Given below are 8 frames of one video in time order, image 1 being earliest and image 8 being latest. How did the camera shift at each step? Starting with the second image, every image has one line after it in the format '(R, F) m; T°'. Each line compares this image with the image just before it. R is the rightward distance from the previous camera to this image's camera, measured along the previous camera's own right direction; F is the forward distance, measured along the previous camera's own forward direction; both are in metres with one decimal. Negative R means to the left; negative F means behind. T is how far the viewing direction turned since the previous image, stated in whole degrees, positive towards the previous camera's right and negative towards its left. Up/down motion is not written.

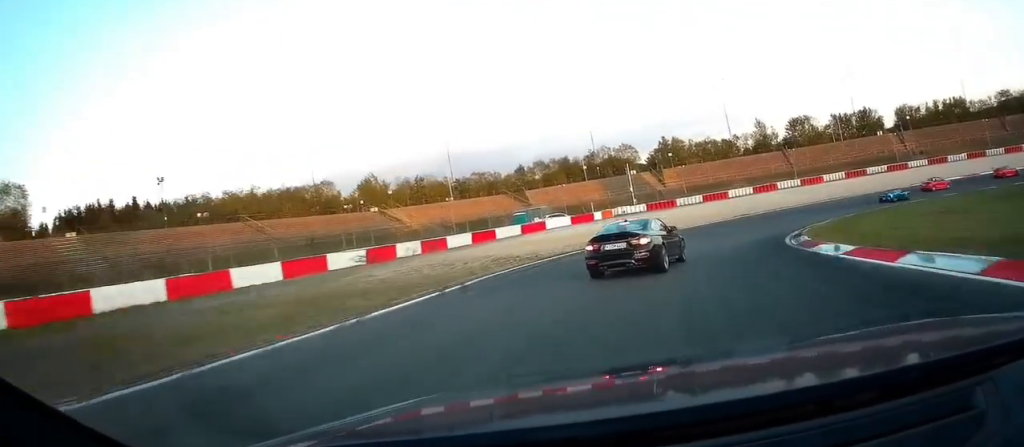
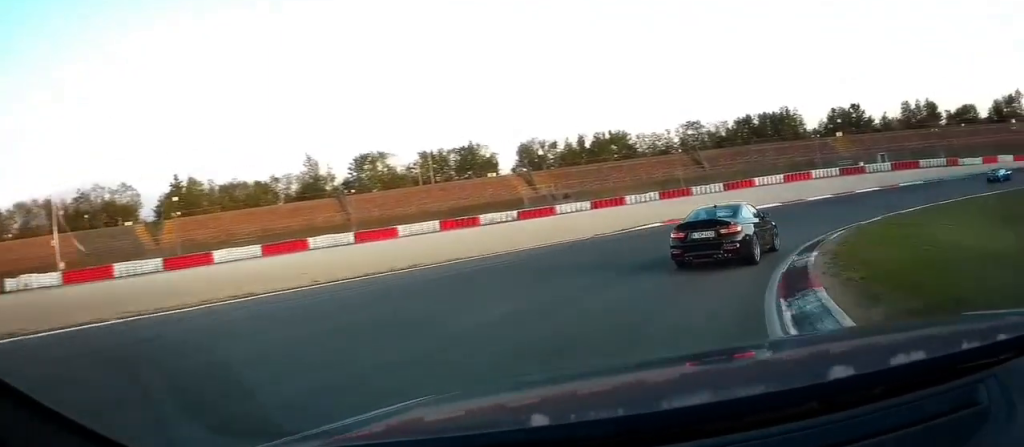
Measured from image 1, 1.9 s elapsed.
(+12.1, +37.8) m; +45°
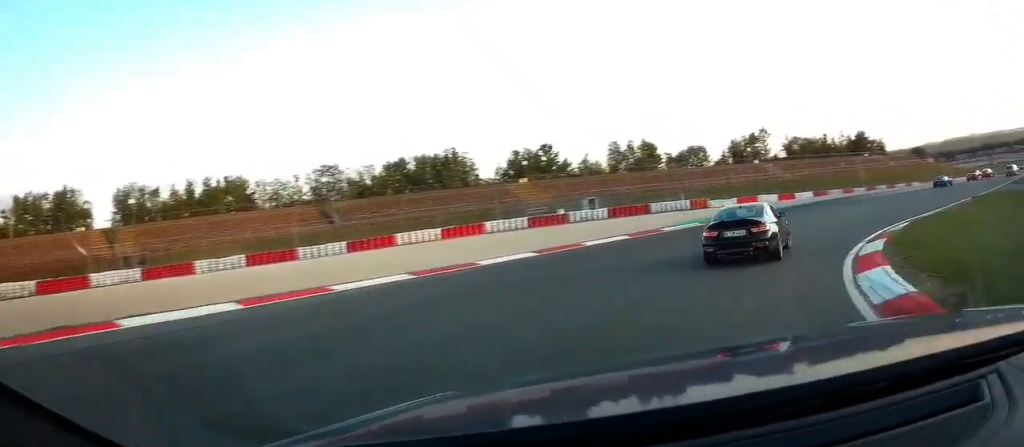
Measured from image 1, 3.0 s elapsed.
(+7.4, +23.2) m; +33°
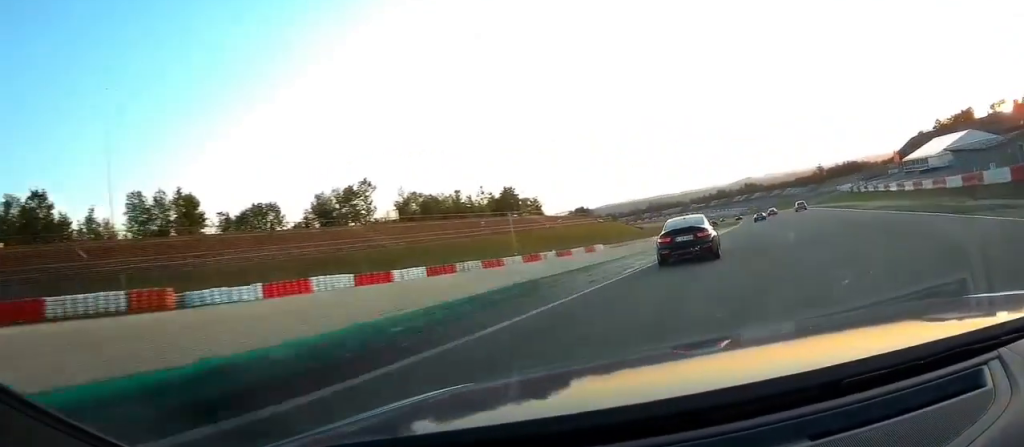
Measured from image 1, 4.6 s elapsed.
(+13.5, +35.9) m; +32°
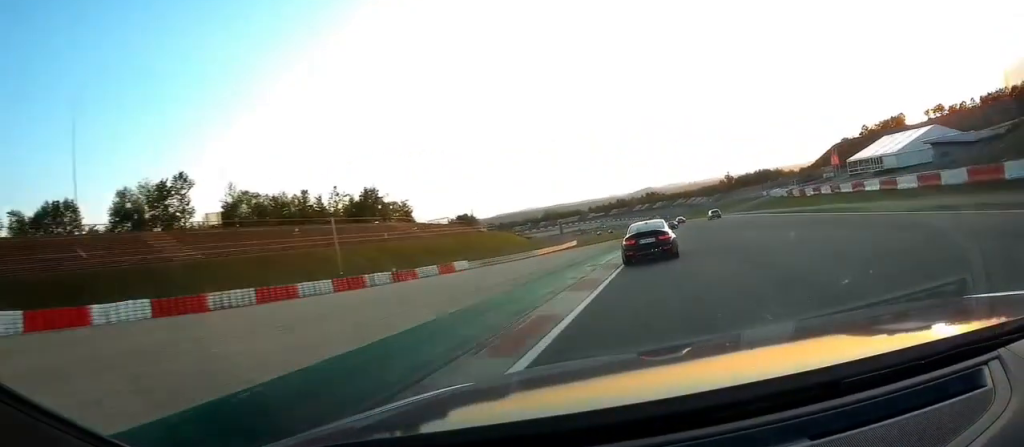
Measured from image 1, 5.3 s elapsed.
(+1.9, +22.5) m; +6°
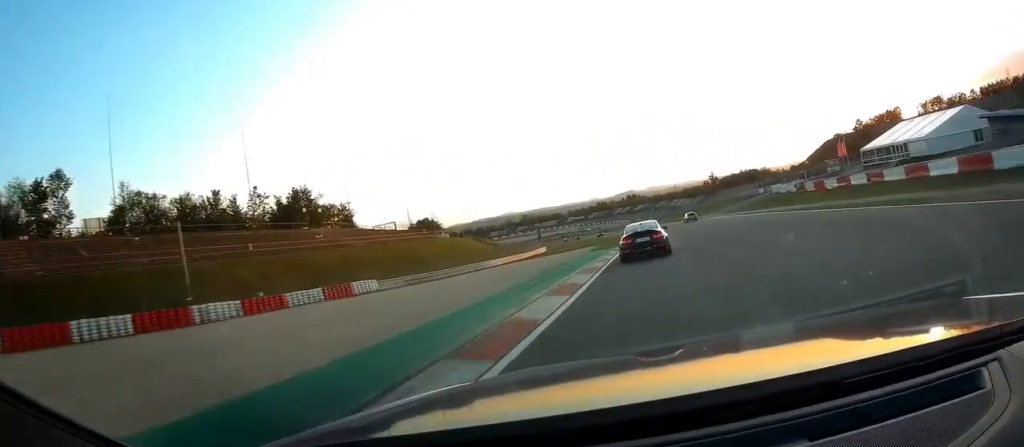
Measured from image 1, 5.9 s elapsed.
(+0.5, +18.8) m; +2°
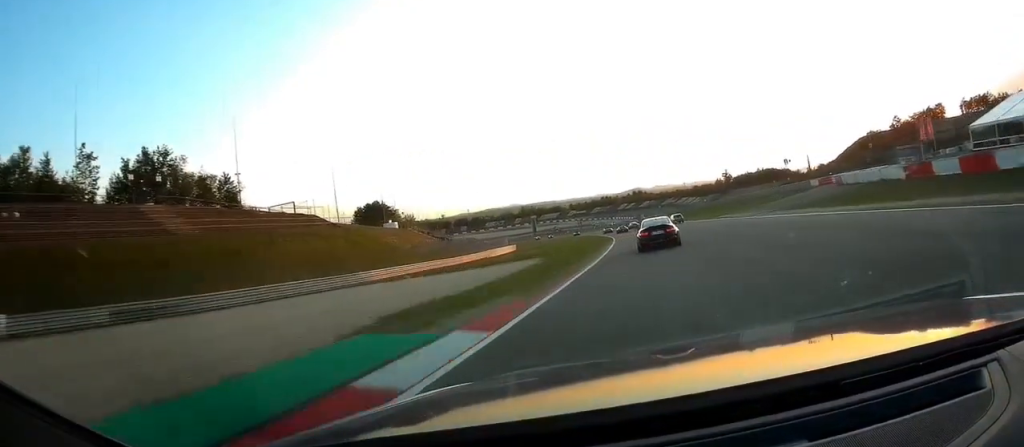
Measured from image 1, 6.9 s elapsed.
(+0.6, +39.8) m; 0°
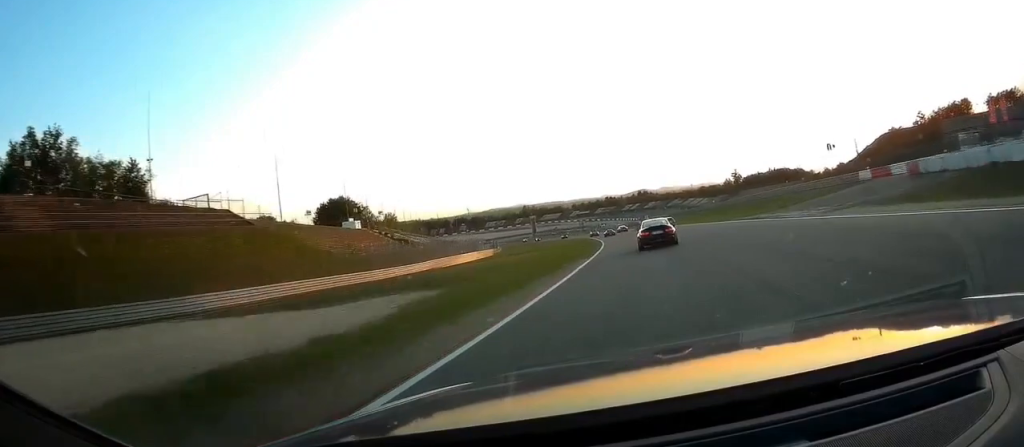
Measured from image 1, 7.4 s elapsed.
(-0.2, +23.8) m; -2°
